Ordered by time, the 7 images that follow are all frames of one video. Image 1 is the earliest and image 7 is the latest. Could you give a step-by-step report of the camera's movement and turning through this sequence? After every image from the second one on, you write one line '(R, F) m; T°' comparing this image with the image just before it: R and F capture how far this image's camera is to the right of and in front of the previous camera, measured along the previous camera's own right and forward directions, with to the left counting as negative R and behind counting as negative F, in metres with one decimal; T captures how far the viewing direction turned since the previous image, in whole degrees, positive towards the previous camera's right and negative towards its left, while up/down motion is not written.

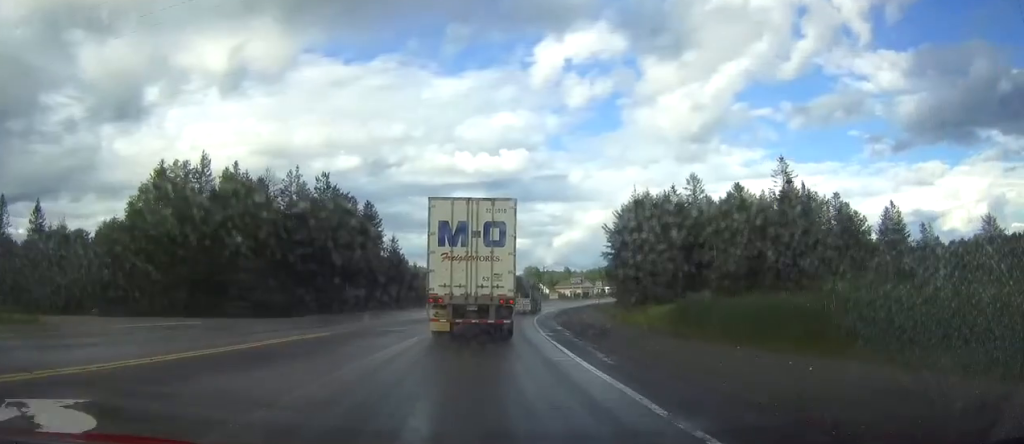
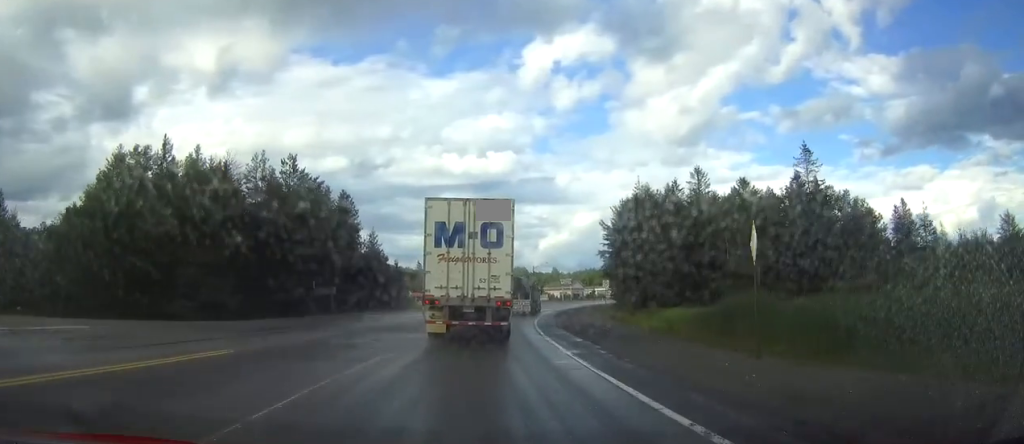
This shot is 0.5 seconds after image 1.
(0.0, +7.3) m; 0°
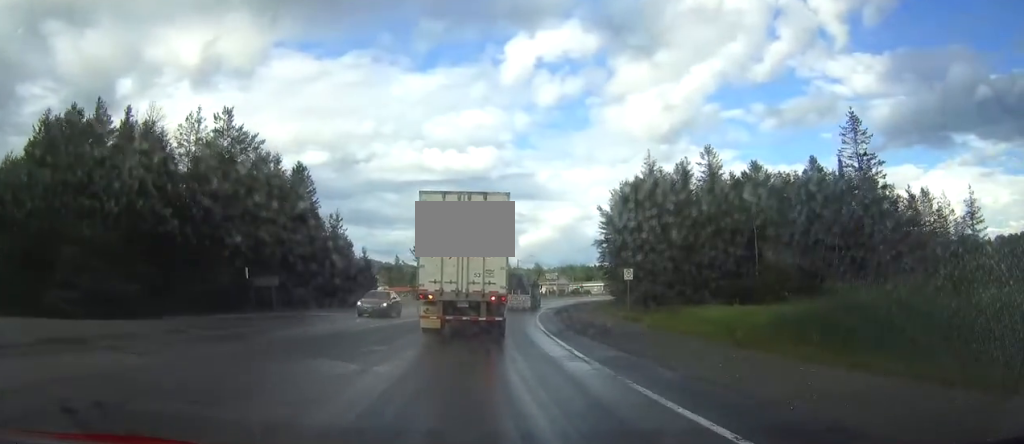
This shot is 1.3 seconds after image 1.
(0.0, +11.1) m; 0°
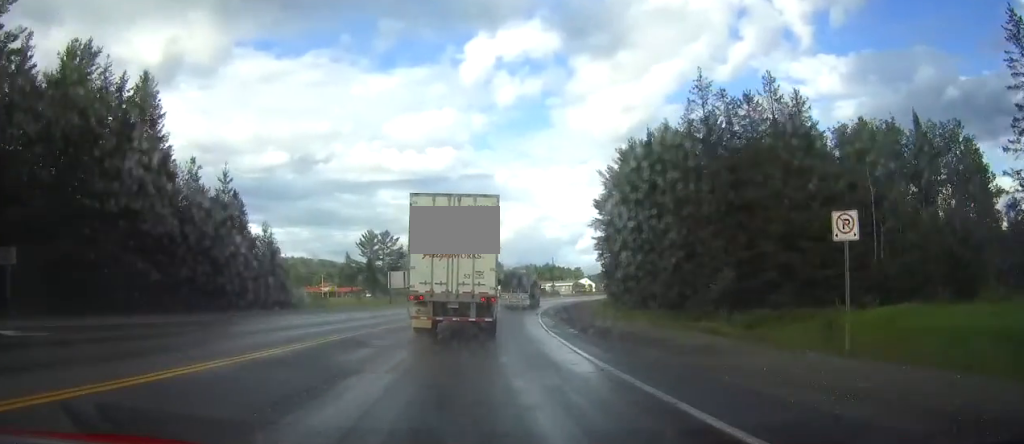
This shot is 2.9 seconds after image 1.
(0.0, +24.2) m; 0°
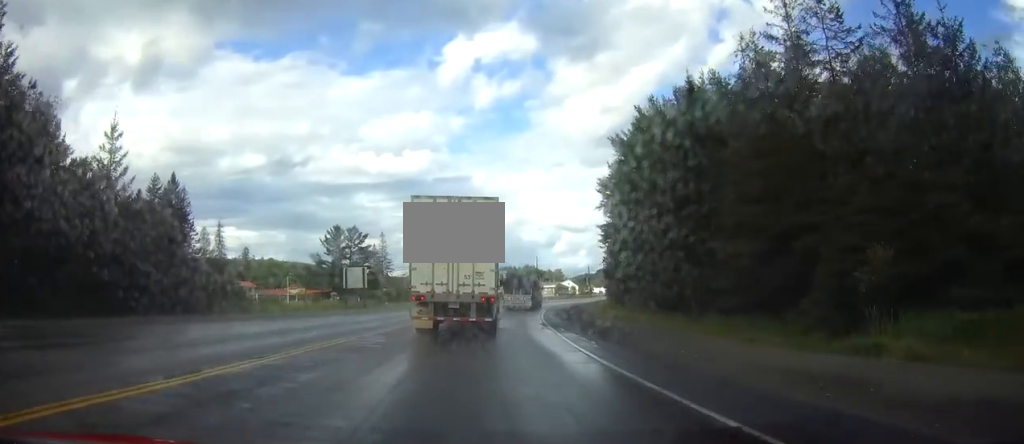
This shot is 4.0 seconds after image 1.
(0.0, +15.0) m; 0°
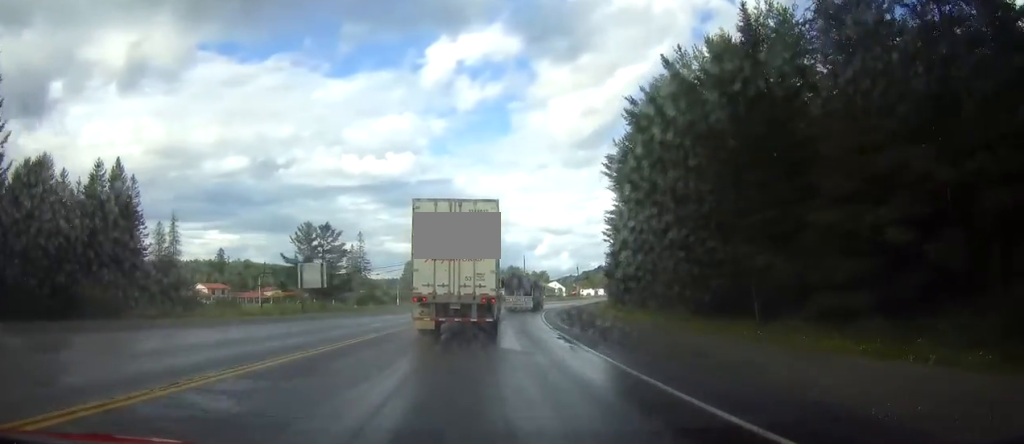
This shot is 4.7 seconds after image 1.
(0.0, +11.1) m; 0°
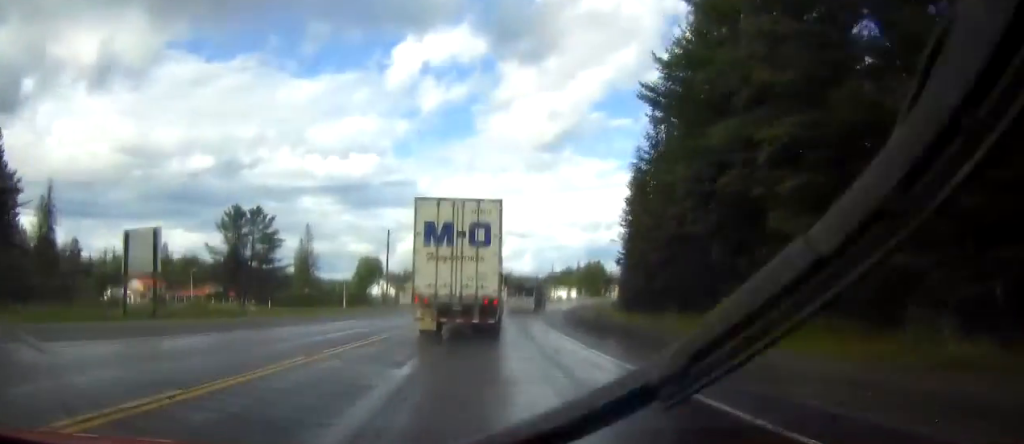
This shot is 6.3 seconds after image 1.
(0.0, +22.8) m; 0°
